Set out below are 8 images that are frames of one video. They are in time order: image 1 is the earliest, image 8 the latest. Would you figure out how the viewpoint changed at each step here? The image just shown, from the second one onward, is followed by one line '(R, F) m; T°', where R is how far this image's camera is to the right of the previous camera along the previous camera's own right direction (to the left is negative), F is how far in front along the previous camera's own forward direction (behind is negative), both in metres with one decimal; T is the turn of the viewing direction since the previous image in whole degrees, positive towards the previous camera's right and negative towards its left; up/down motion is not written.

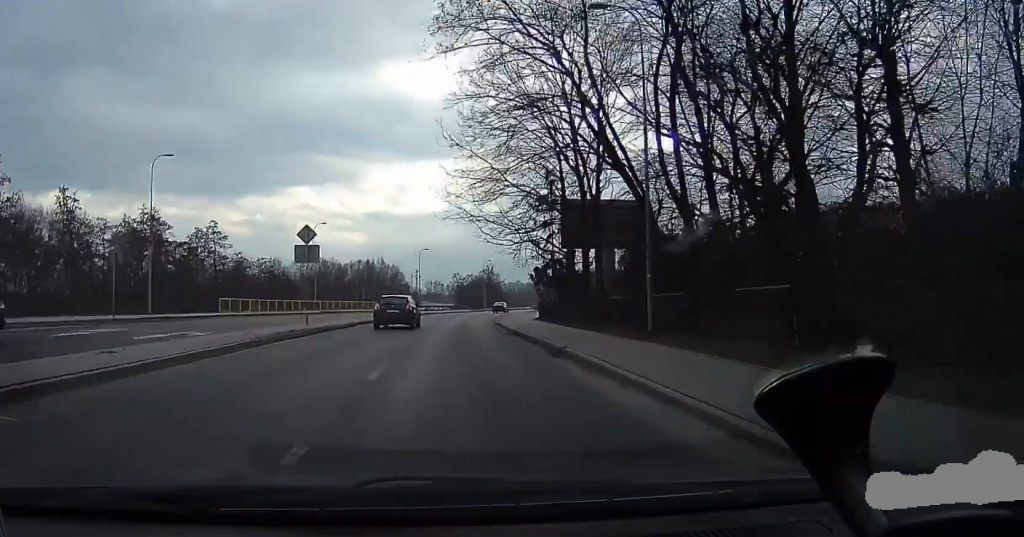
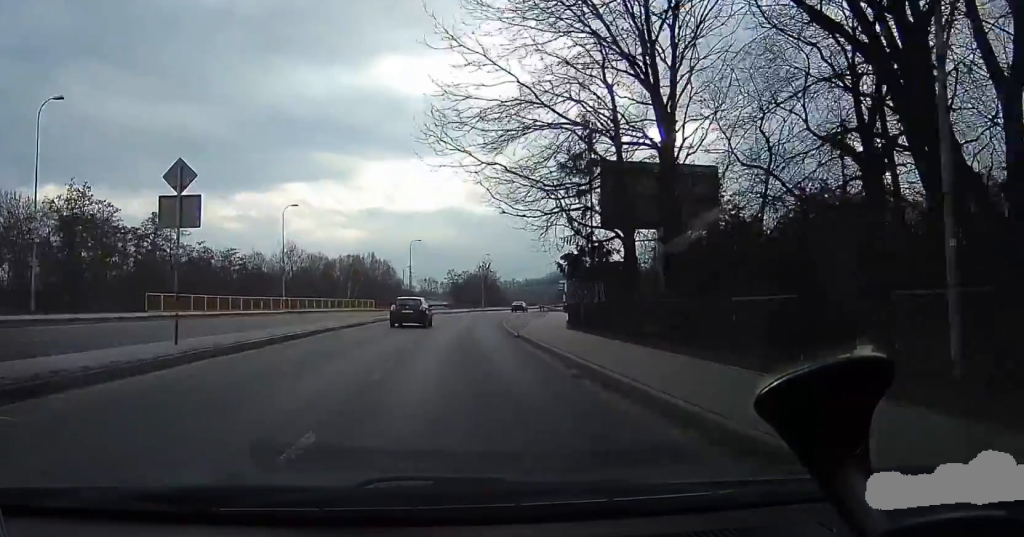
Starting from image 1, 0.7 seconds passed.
(0.0, +11.5) m; 0°
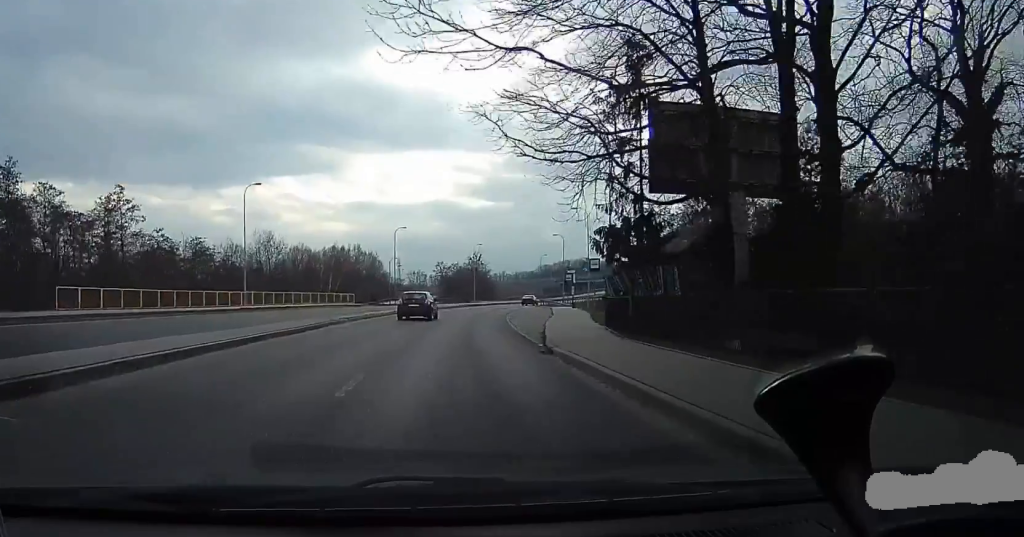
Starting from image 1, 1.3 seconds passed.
(0.0, +8.3) m; 0°
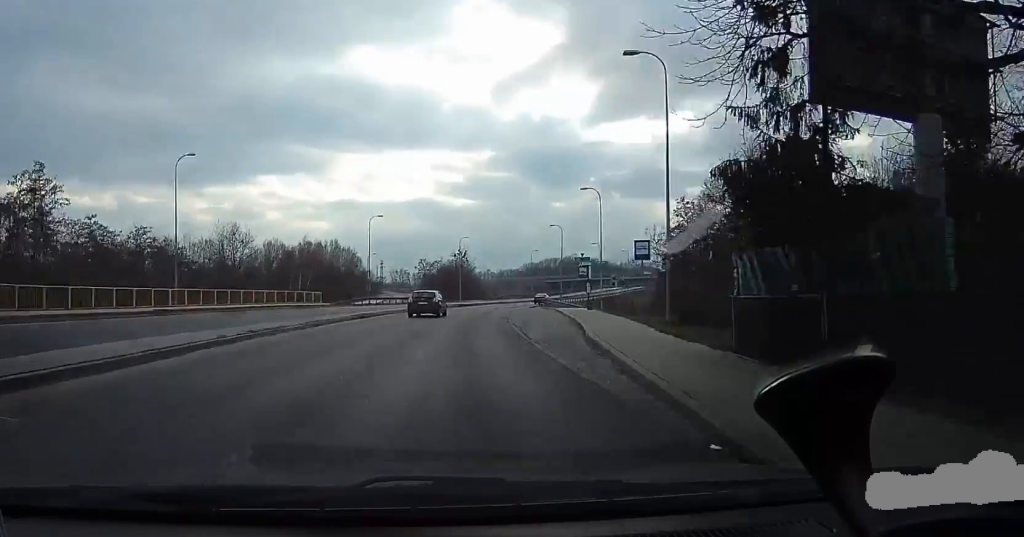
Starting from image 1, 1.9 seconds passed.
(0.0, +10.3) m; +2°
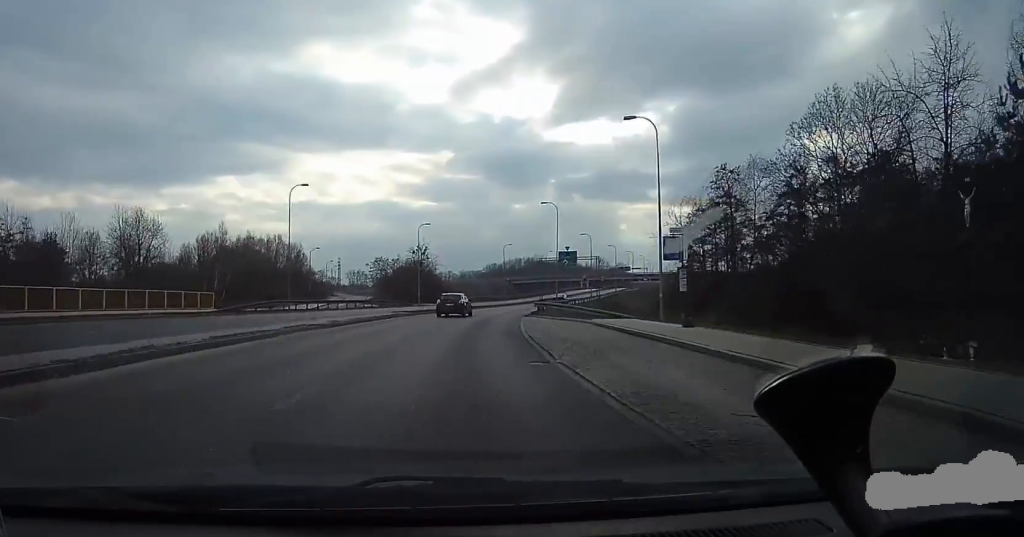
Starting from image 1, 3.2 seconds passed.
(+0.9, +19.9) m; +4°
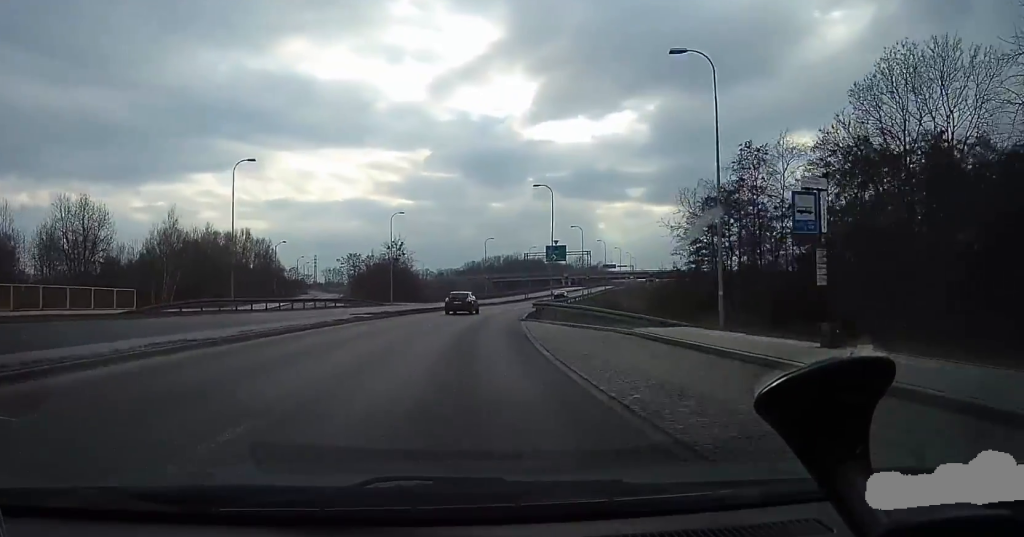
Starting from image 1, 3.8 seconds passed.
(+0.1, +8.2) m; +1°
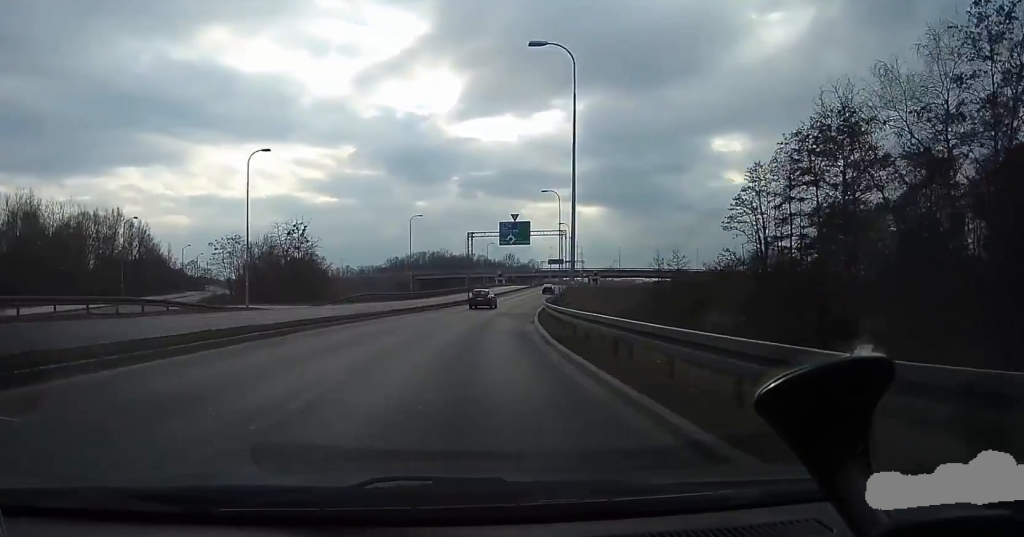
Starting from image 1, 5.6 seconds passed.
(+1.4, +27.8) m; +7°
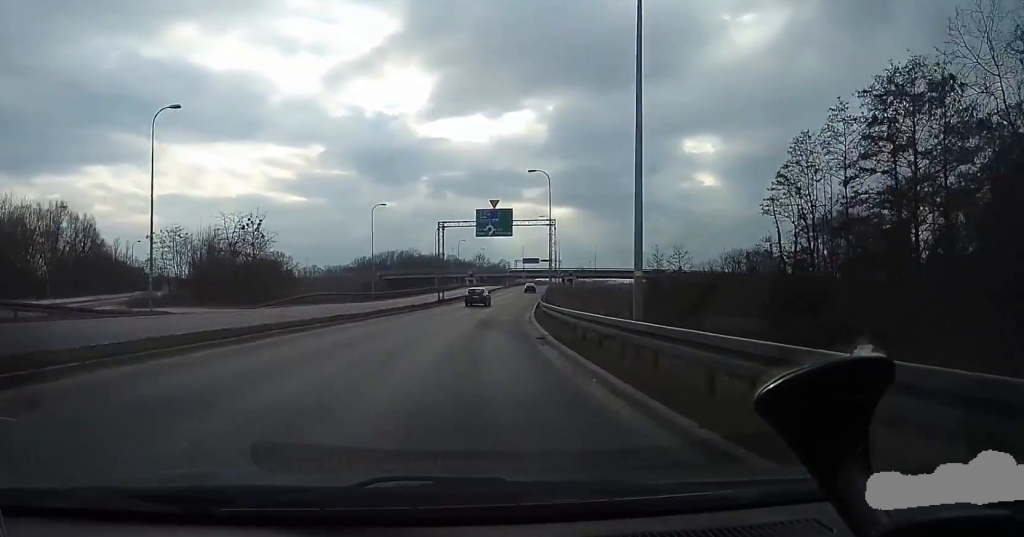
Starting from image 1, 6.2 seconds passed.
(0.0, +9.2) m; +4°
